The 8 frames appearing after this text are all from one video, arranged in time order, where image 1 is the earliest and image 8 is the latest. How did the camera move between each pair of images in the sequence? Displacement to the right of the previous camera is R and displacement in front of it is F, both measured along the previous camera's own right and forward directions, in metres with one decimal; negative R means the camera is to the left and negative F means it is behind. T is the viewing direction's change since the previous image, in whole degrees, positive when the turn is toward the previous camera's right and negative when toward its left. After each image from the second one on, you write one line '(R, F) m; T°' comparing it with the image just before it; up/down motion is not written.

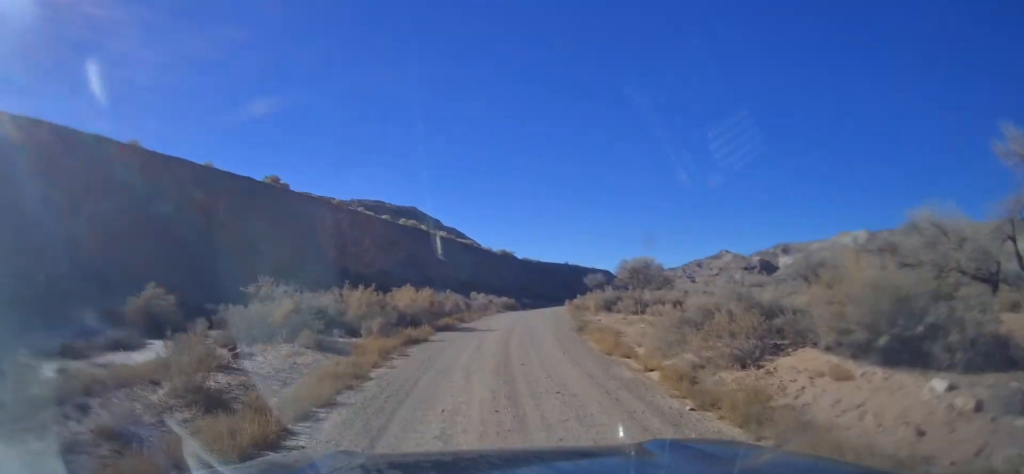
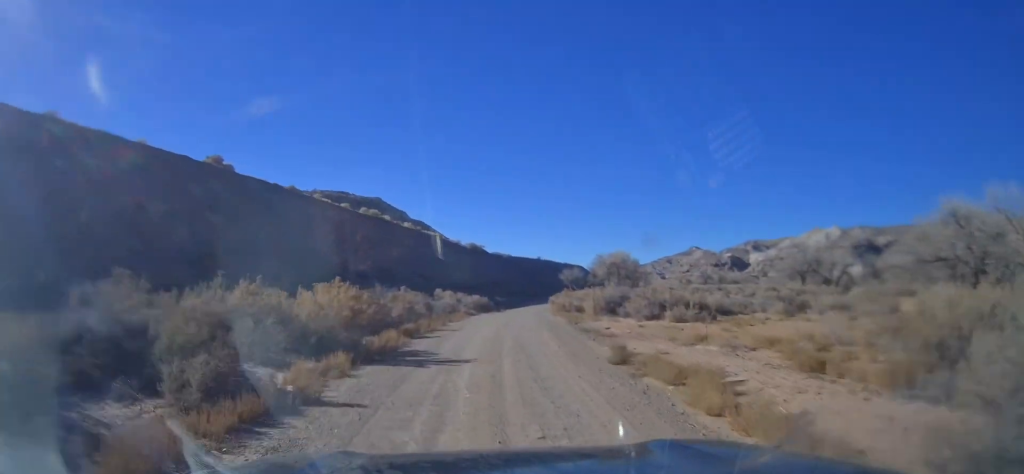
(+0.1, +10.8) m; +2°
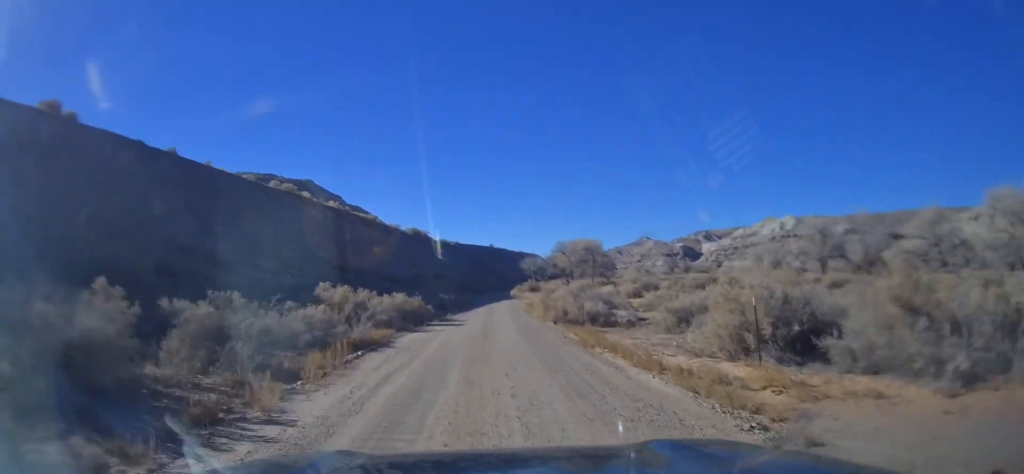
(+1.2, +25.7) m; +5°
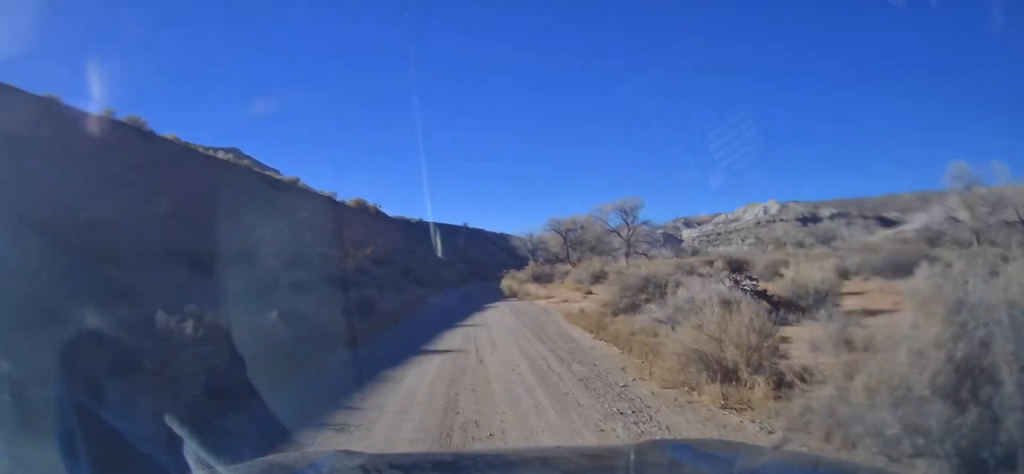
(+2.7, +40.6) m; +6°
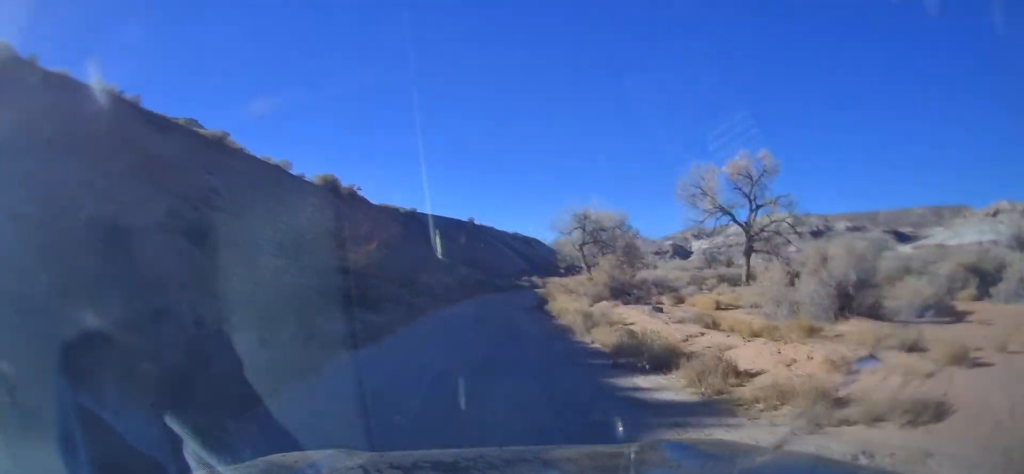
(+0.3, +29.2) m; +2°
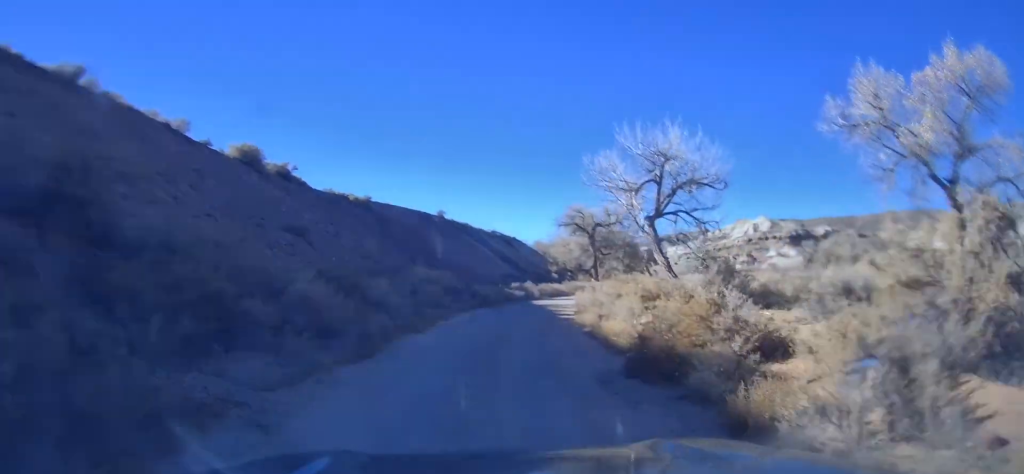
(+0.3, +20.8) m; +2°
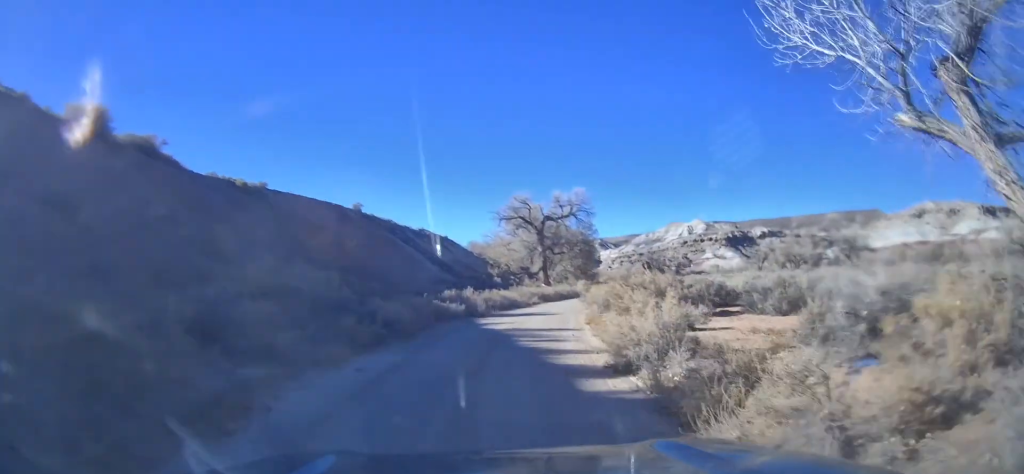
(+0.3, +17.0) m; +3°
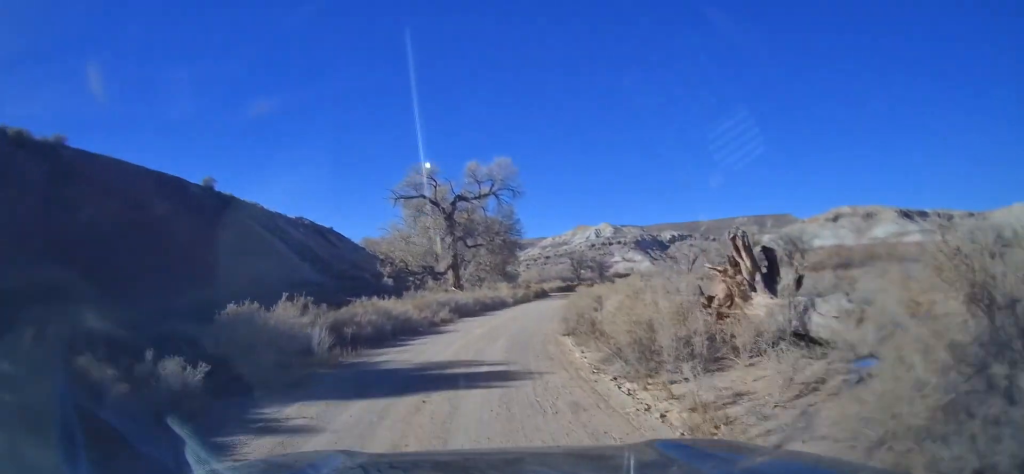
(+0.5, +20.8) m; +6°
